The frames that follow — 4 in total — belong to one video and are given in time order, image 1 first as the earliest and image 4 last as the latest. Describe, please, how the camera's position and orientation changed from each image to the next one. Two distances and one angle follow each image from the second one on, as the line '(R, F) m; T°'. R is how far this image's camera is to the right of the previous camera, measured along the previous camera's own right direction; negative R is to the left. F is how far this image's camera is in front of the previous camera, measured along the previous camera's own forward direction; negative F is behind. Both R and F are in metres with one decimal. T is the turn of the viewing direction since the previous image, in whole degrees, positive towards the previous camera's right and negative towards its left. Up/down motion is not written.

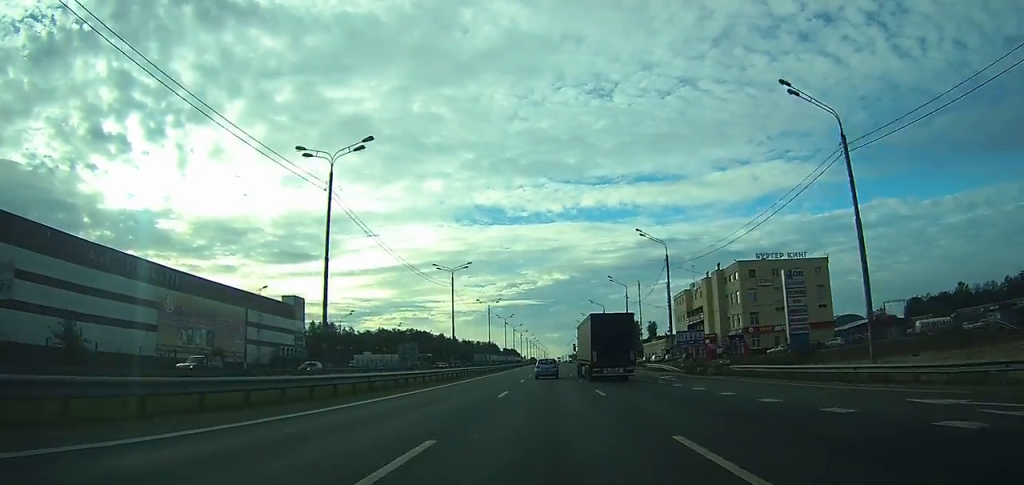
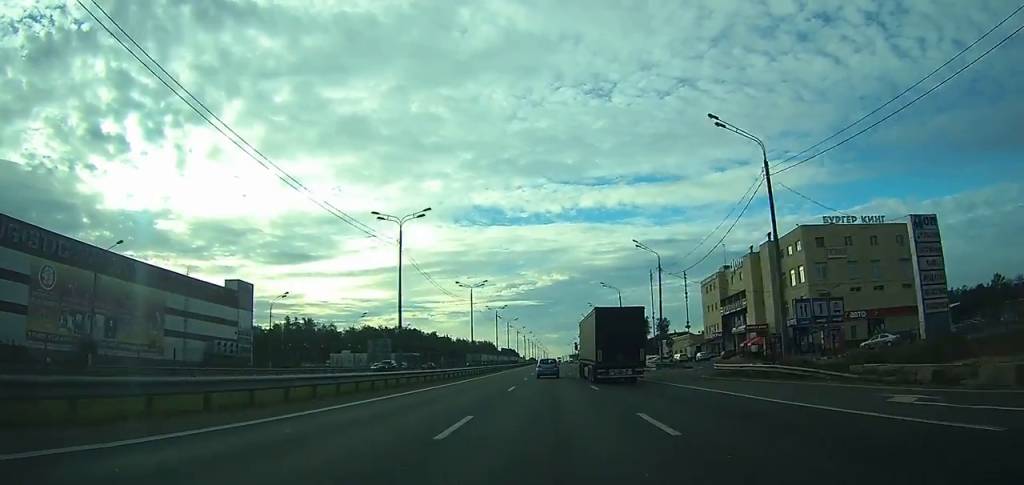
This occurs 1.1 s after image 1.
(0.0, +27.8) m; 0°
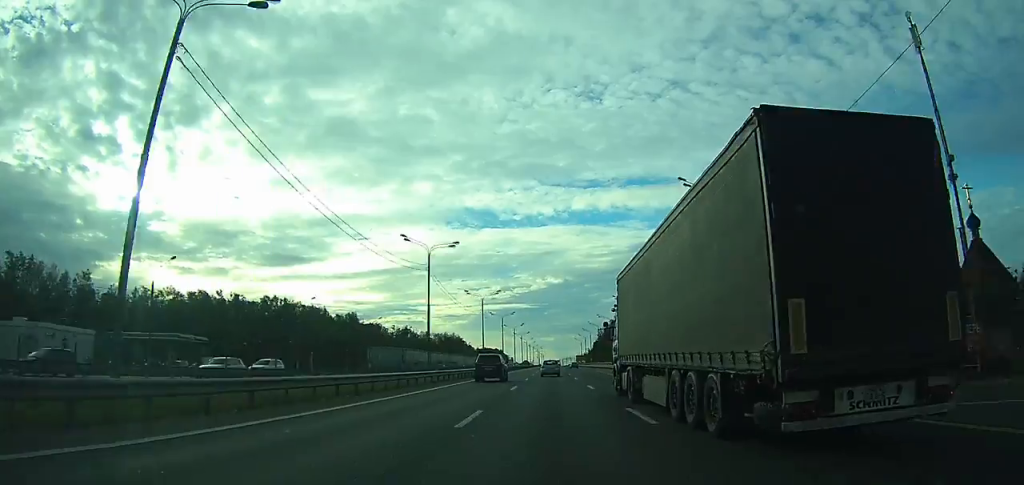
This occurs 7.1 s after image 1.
(+0.1, +169.5) m; 0°
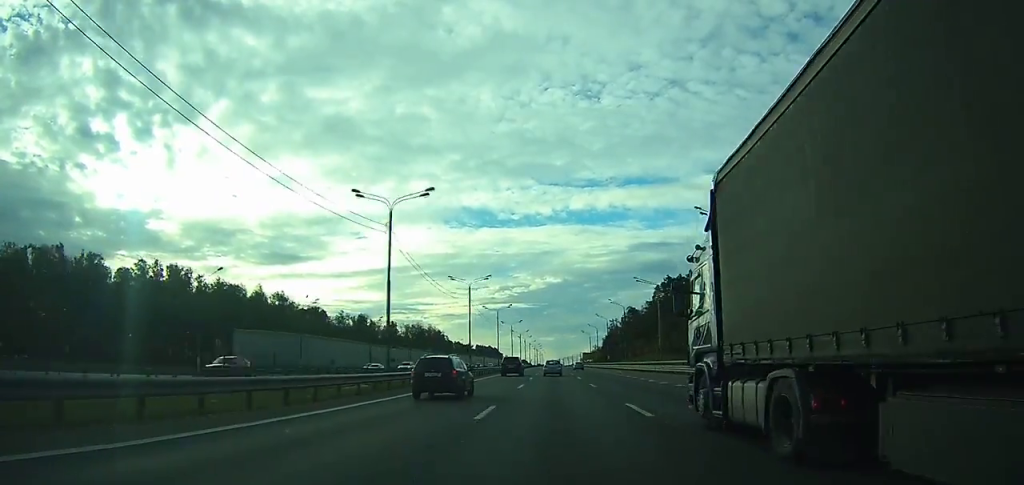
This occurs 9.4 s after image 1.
(+0.1, +65.9) m; 0°
